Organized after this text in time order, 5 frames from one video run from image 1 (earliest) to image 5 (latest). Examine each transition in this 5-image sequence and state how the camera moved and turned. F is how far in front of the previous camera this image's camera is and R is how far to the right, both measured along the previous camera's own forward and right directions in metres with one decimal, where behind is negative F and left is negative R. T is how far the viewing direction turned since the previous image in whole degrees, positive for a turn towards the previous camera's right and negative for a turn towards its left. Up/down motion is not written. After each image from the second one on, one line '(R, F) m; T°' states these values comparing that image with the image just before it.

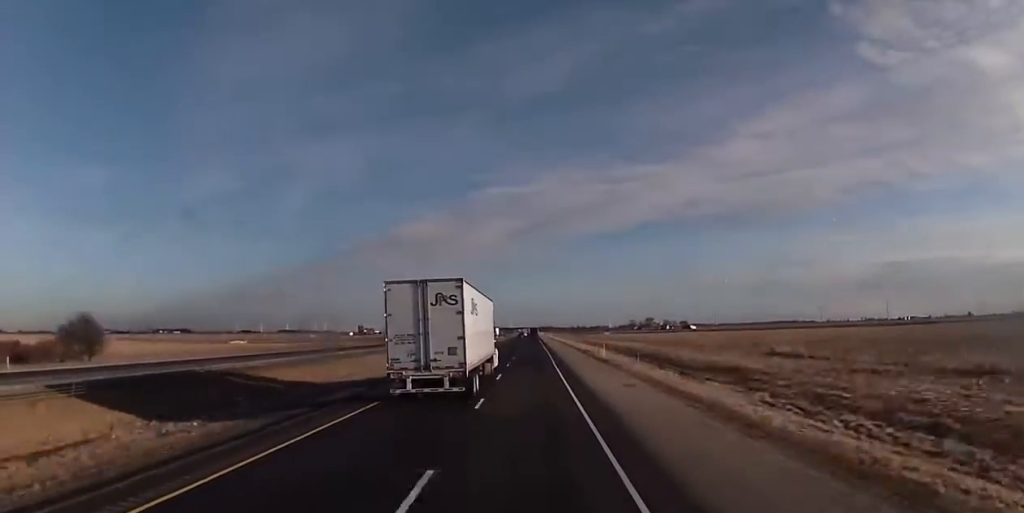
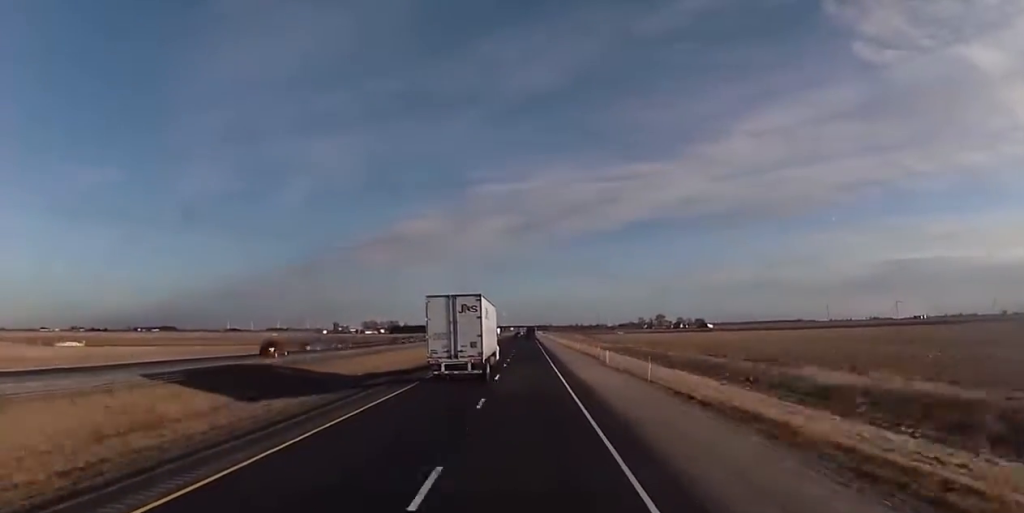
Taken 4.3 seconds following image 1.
(+0.3, +119.8) m; 0°
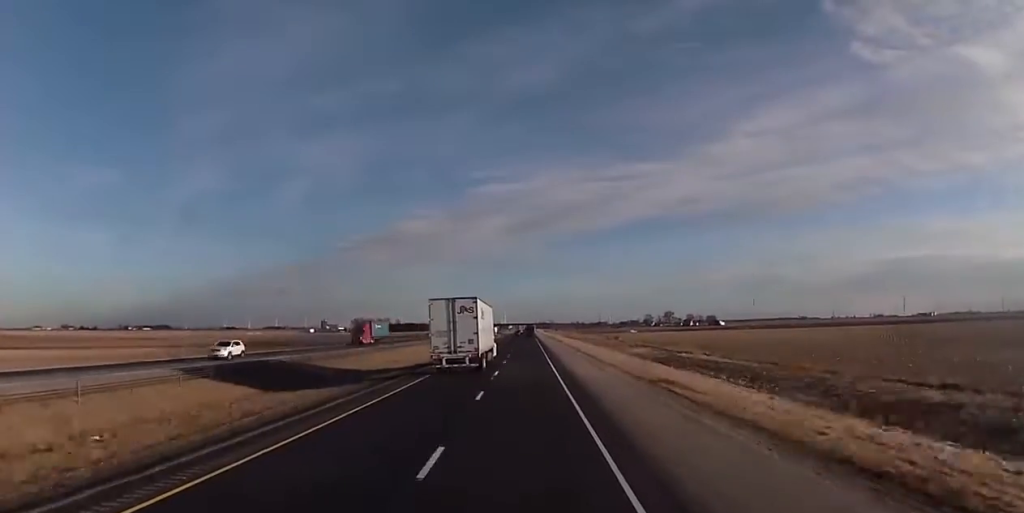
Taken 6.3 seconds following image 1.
(-0.1, +59.8) m; 0°
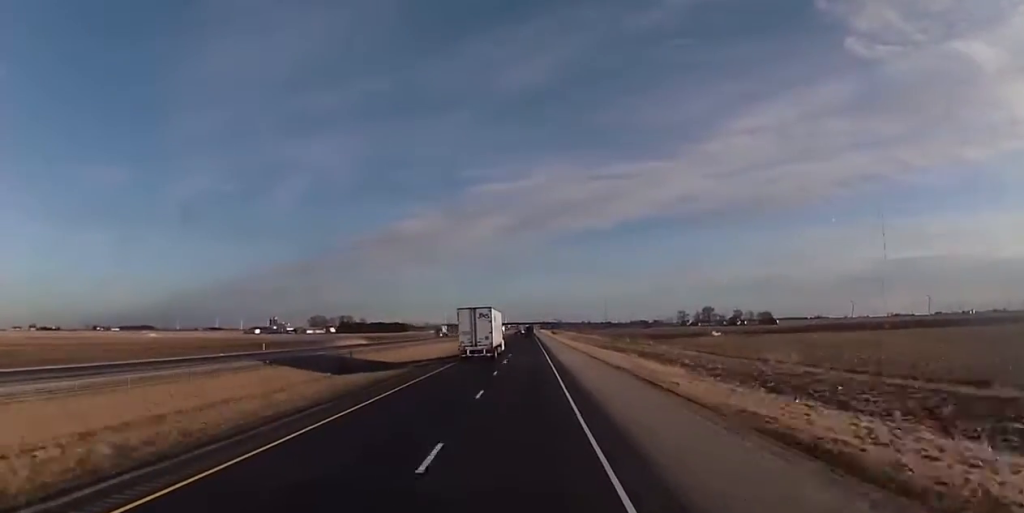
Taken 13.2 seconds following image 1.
(-0.3, +198.1) m; 0°
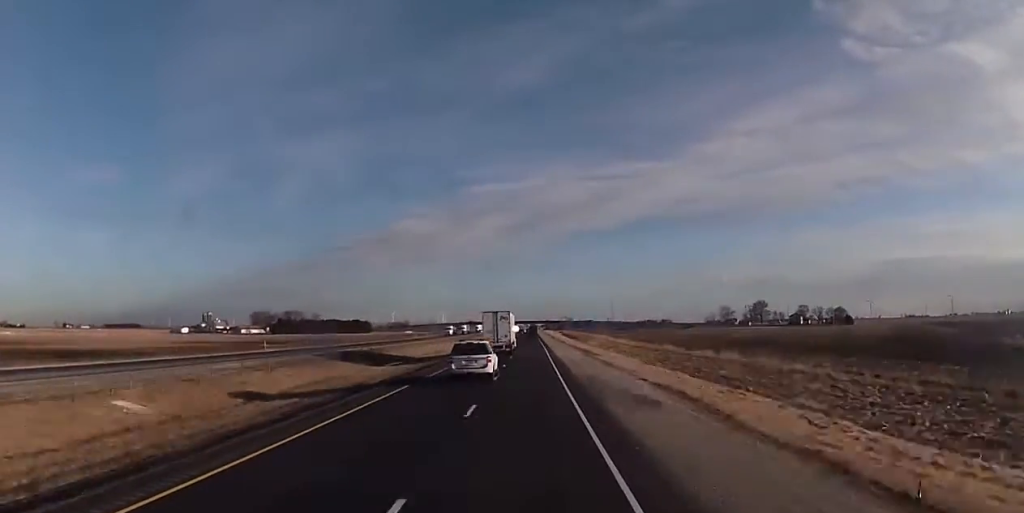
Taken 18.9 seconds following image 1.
(+0.4, +171.6) m; 0°
